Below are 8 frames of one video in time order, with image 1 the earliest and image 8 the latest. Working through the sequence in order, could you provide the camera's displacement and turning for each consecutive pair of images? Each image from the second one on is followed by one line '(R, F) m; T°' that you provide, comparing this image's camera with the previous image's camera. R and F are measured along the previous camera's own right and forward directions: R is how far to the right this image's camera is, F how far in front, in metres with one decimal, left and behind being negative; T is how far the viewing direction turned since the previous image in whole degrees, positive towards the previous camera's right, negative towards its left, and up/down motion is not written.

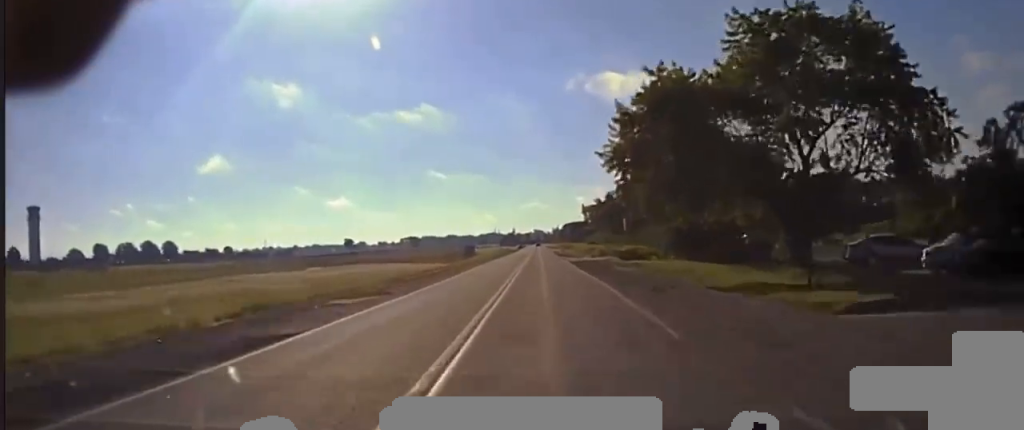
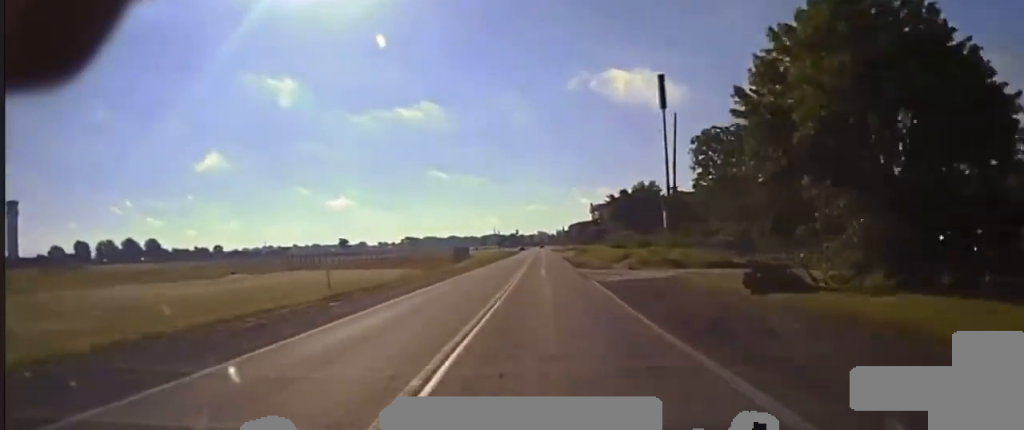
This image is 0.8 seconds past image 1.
(+0.1, +40.3) m; 0°
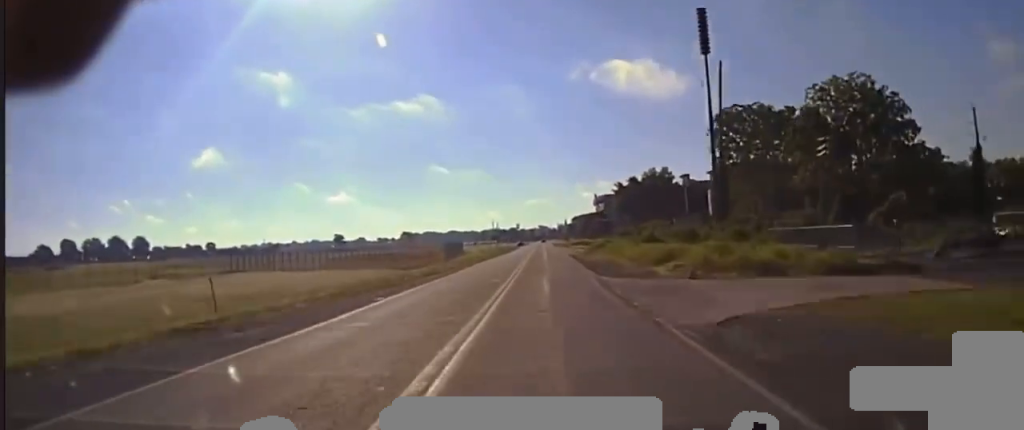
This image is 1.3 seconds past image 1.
(0.0, +23.6) m; 0°
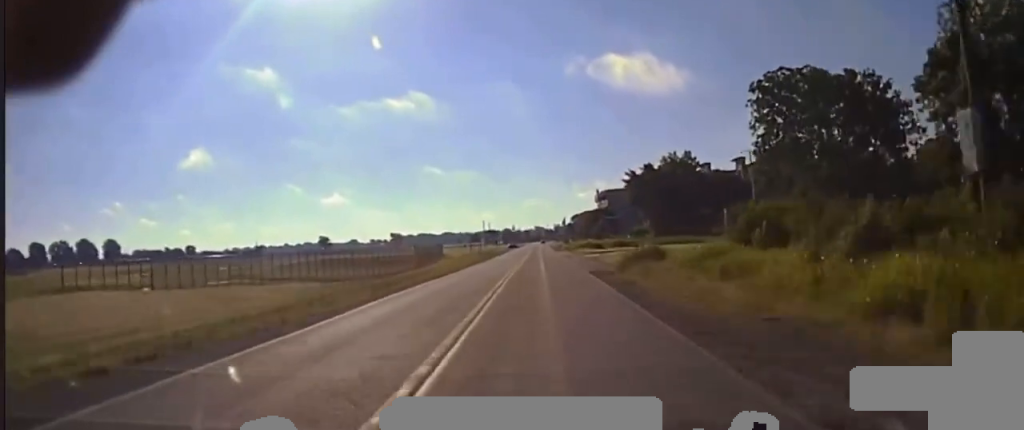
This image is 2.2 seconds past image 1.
(-0.1, +38.0) m; 0°
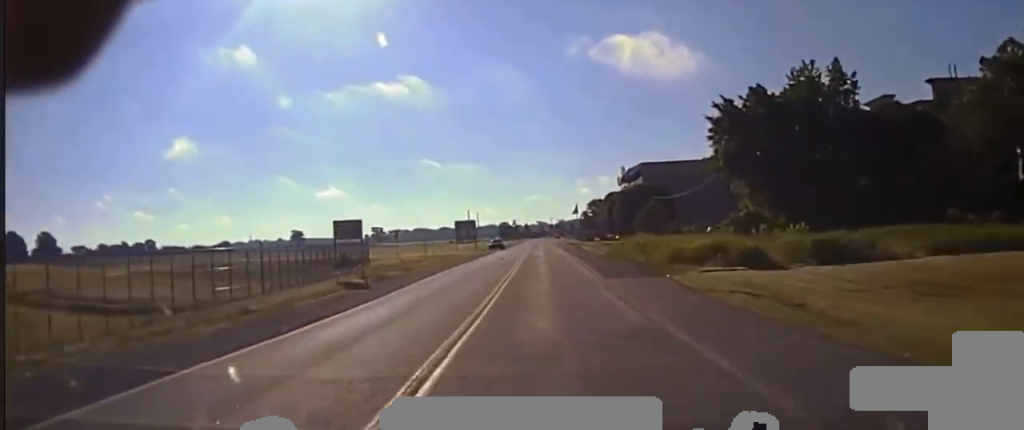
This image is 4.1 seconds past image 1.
(-0.3, +73.9) m; 0°
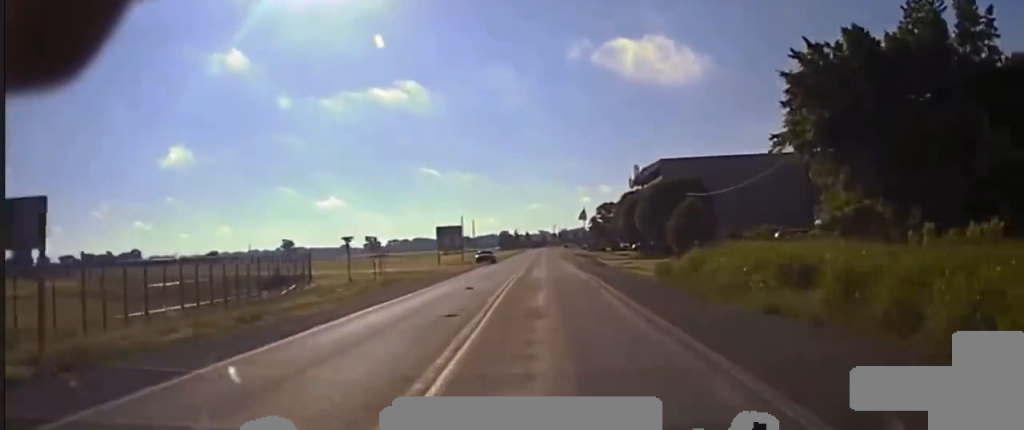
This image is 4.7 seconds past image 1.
(0.0, +26.4) m; 0°
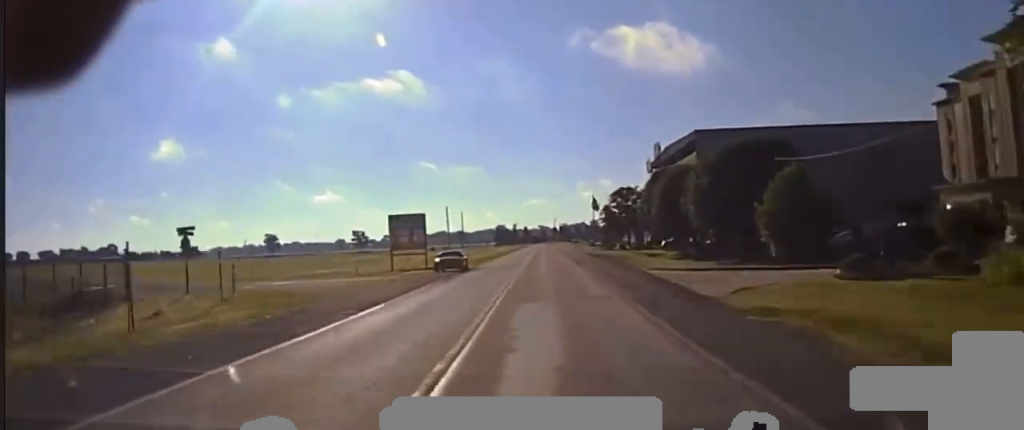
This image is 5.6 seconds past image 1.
(0.0, +36.0) m; 0°
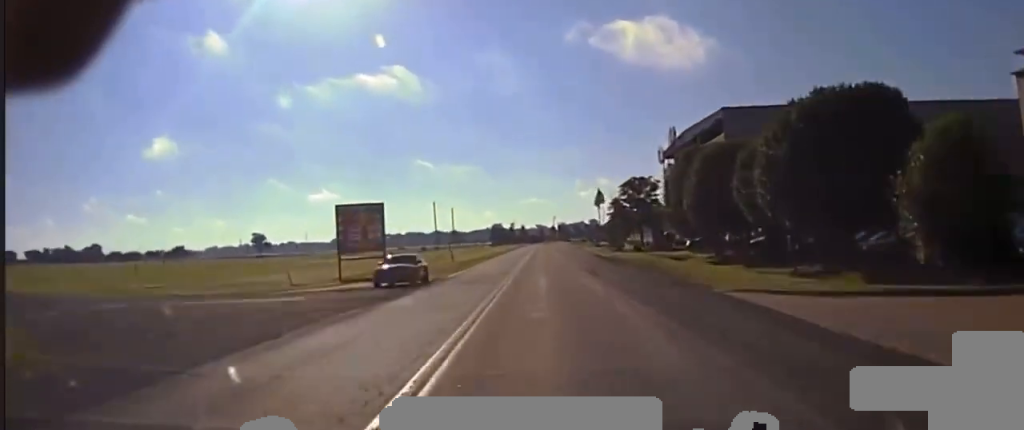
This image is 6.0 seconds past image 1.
(0.0, +20.8) m; 0°
